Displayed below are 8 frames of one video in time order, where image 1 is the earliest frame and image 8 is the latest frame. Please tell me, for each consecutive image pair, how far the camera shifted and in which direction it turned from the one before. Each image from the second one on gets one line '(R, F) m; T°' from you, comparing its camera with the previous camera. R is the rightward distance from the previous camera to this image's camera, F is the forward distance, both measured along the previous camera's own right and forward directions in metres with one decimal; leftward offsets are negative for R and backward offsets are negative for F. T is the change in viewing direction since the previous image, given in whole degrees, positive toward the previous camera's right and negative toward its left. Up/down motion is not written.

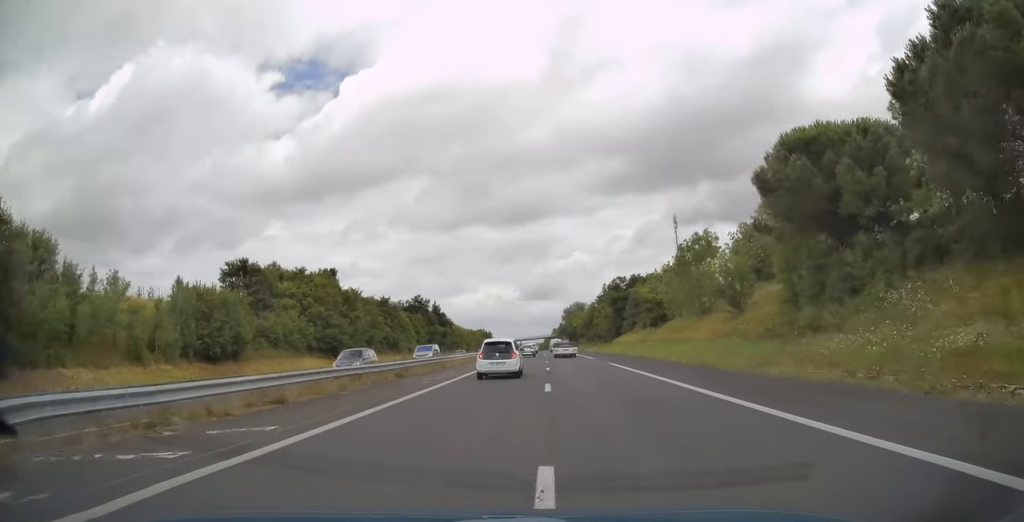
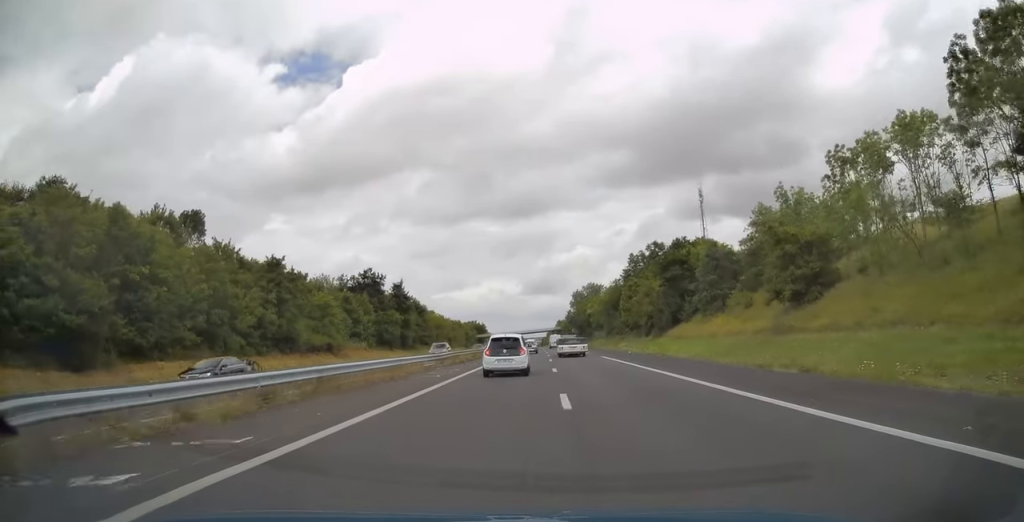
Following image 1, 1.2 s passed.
(-0.1, +44.4) m; 0°
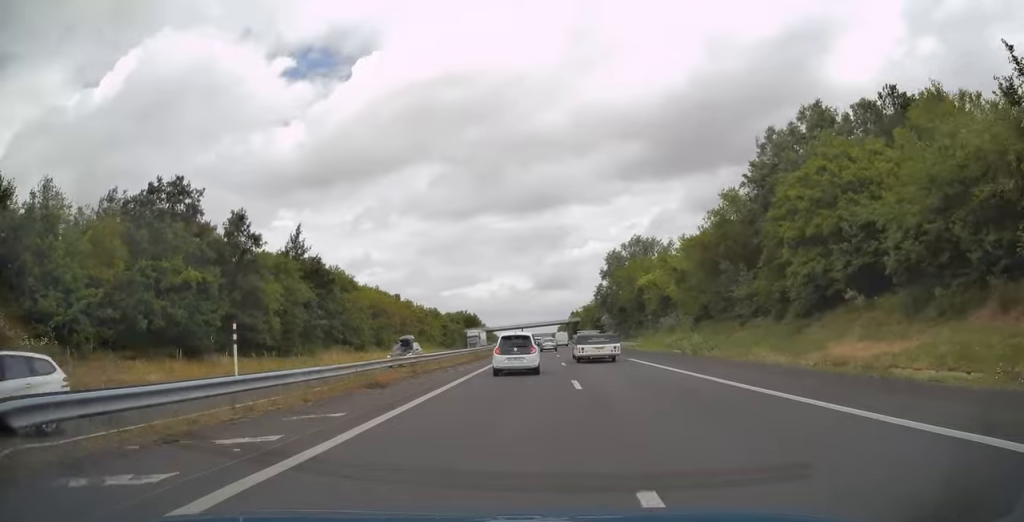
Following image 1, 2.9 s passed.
(-0.4, +61.6) m; -1°
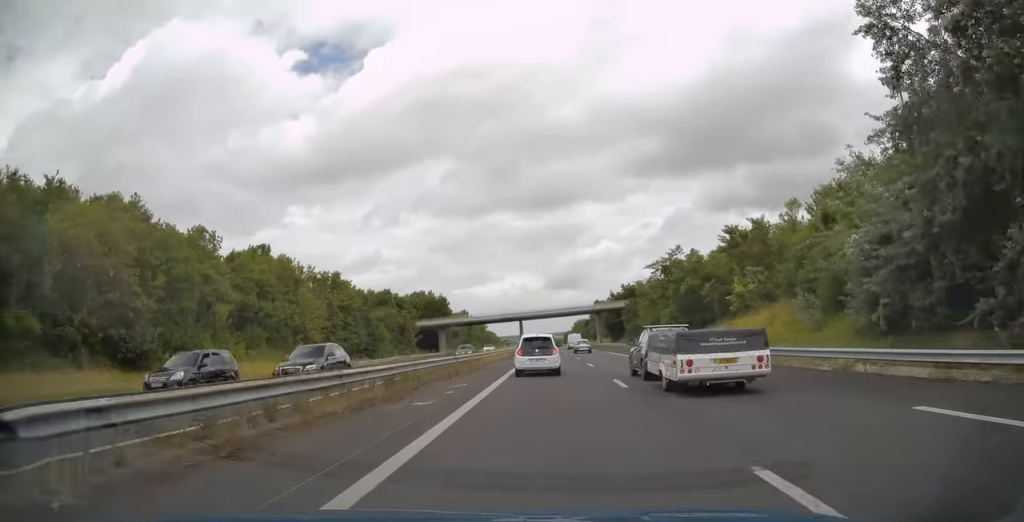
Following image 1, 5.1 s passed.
(-0.7, +77.9) m; -1°
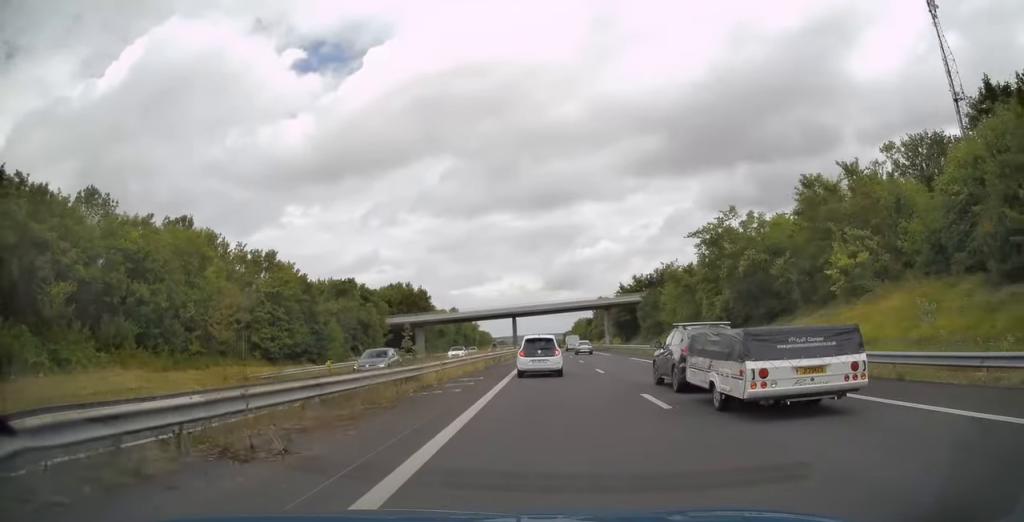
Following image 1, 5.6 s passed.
(0.0, +17.8) m; 0°
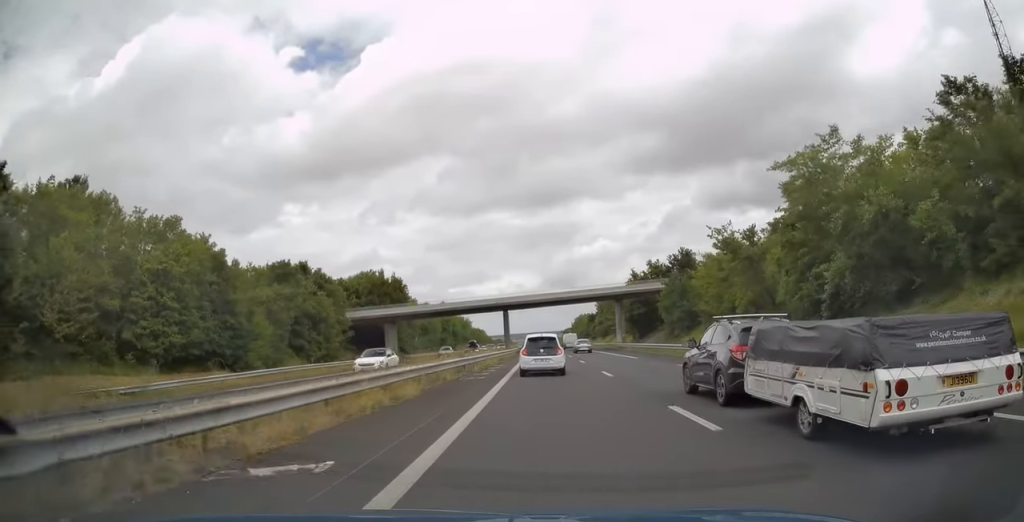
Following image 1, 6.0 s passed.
(0.0, +16.0) m; 0°
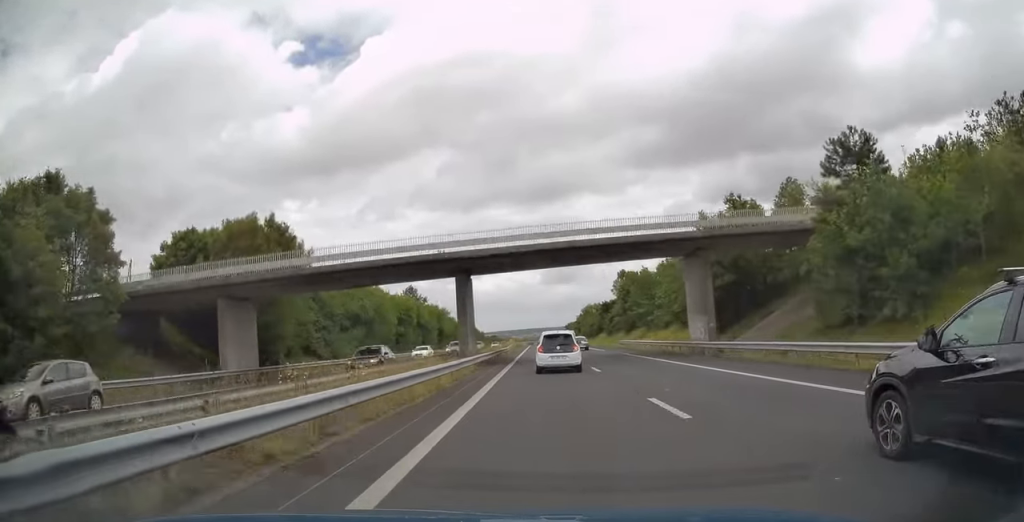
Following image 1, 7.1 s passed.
(0.0, +37.9) m; 0°
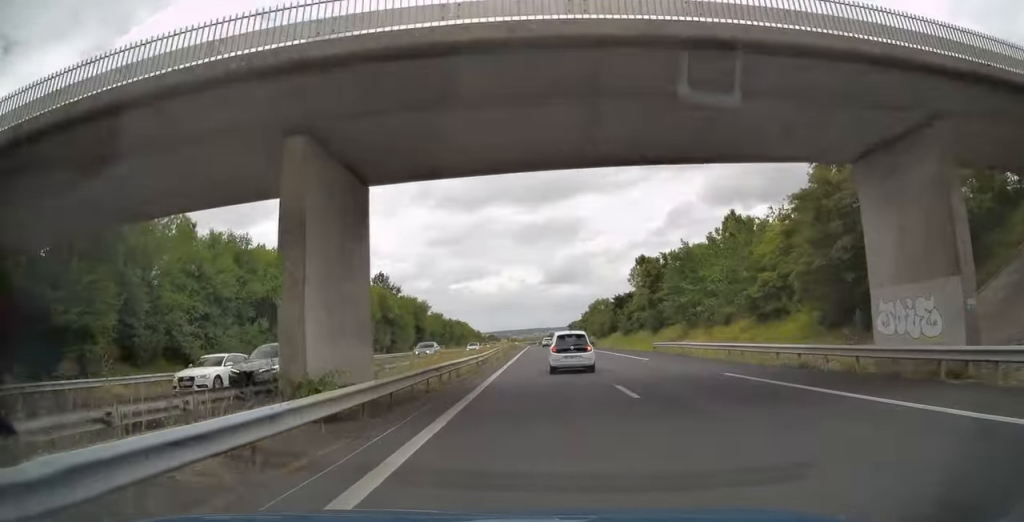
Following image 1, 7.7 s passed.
(0.0, +22.5) m; 0°
